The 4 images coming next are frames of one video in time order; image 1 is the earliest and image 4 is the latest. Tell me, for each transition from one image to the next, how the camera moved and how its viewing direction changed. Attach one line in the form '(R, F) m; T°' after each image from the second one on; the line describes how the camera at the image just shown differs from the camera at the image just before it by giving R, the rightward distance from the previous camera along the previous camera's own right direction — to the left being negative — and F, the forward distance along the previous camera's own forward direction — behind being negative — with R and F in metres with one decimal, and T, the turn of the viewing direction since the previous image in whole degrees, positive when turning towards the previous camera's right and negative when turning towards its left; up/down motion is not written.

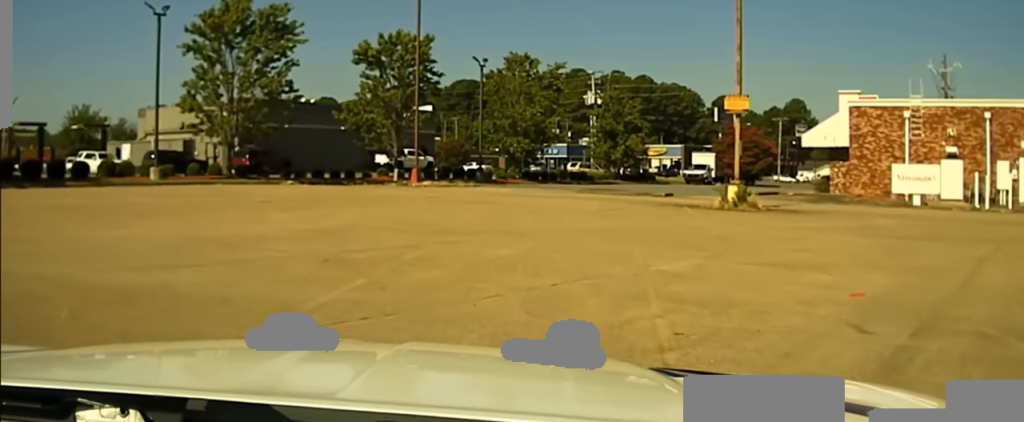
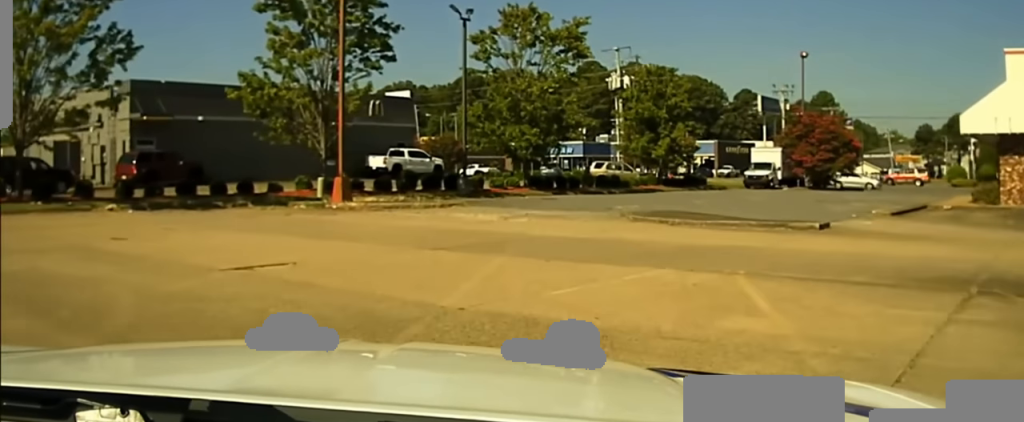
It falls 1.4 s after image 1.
(0.0, +19.5) m; +1°
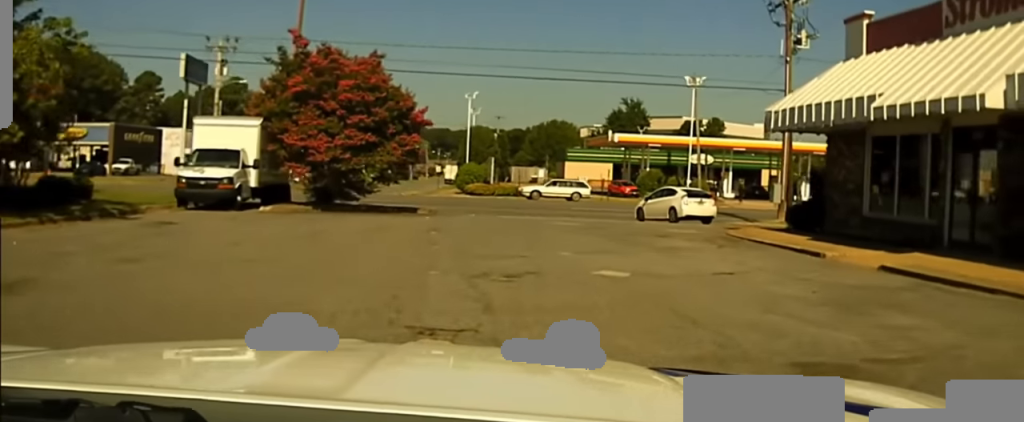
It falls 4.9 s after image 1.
(+7.8, +34.1) m; +41°
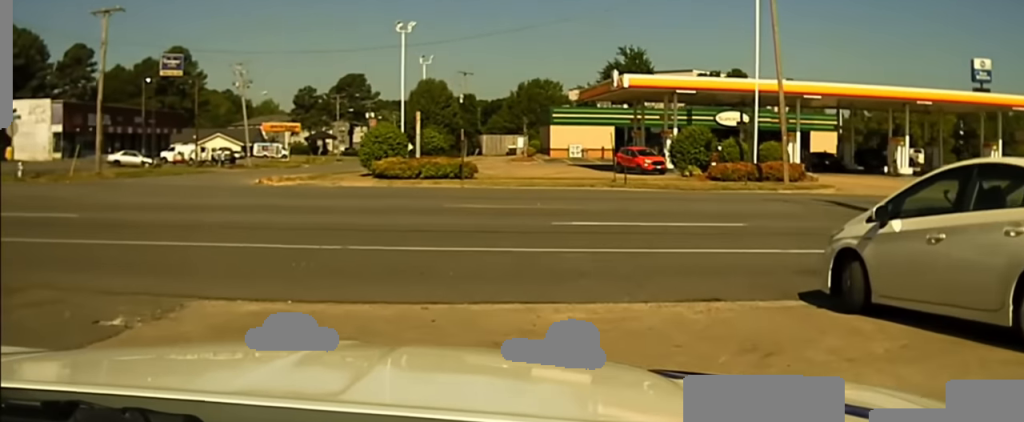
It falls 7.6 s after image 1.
(+1.3, +27.5) m; +1°
